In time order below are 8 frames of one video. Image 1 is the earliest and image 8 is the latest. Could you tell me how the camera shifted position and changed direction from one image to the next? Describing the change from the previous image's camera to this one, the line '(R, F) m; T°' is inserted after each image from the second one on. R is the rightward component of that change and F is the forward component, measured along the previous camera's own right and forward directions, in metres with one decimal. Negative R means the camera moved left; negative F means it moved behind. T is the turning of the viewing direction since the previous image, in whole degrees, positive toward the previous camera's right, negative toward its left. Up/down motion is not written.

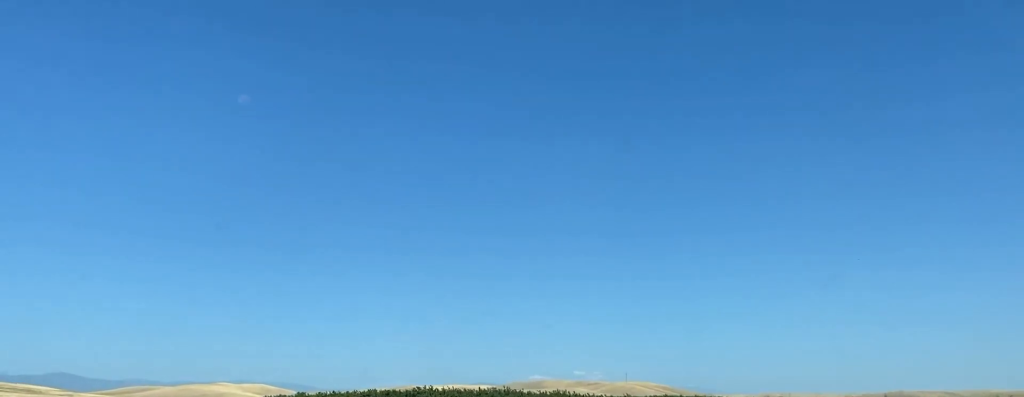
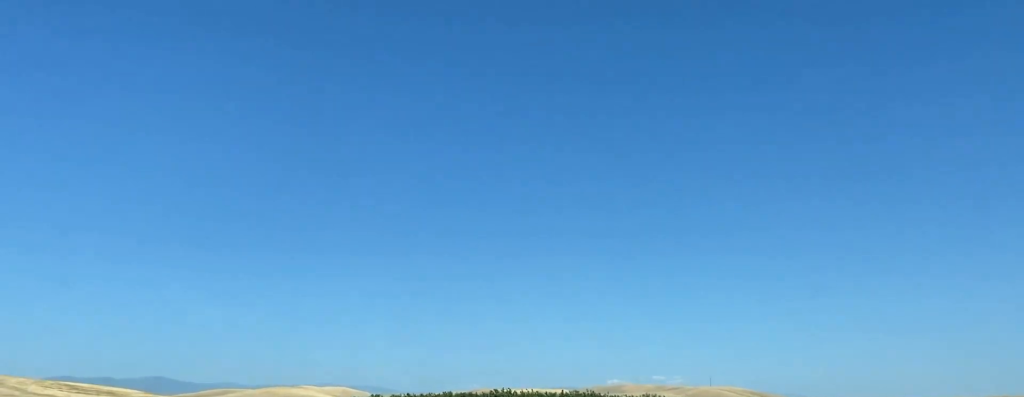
(-2.8, +20.5) m; -9°
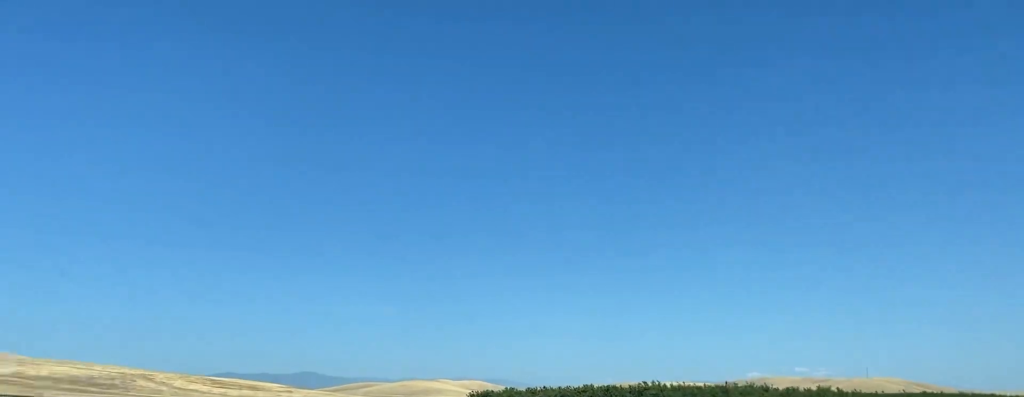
(-2.7, +27.4) m; -9°
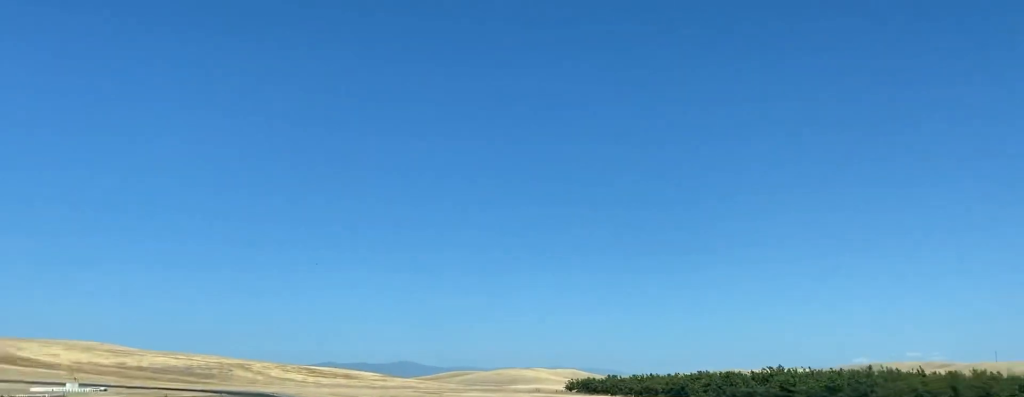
(-2.1, +20.5) m; -4°
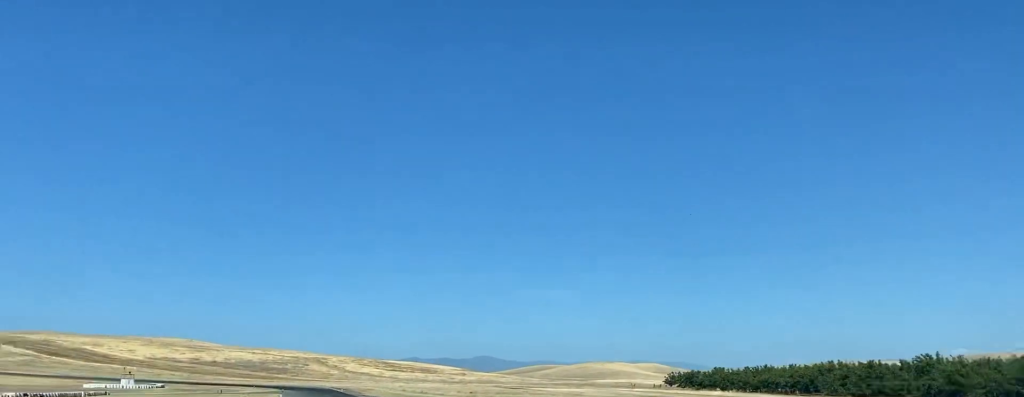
(-0.9, +29.0) m; -2°
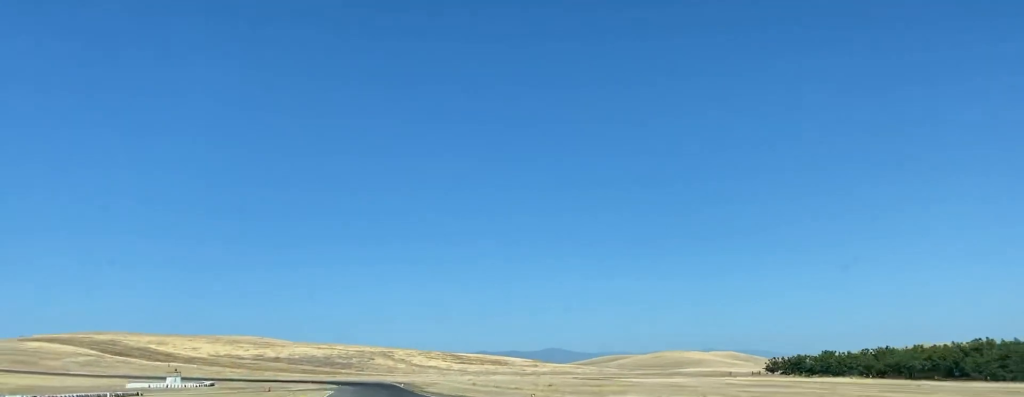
(+0.2, +23.5) m; -1°
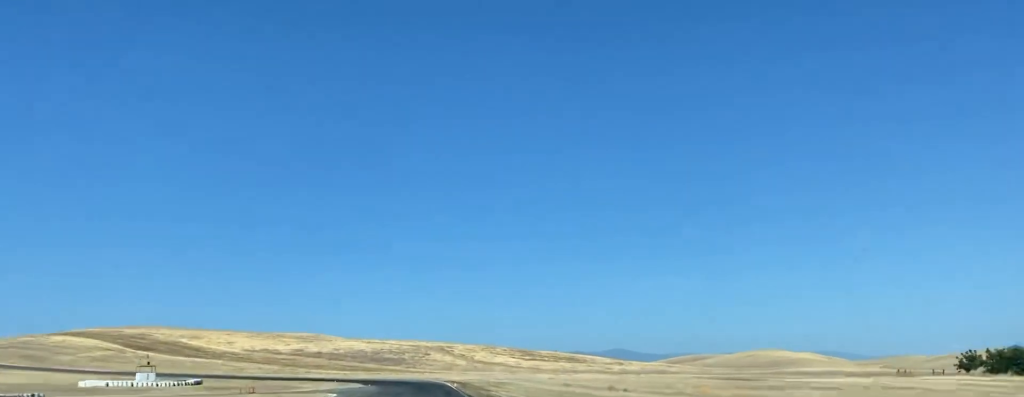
(-2.2, +48.6) m; -5°
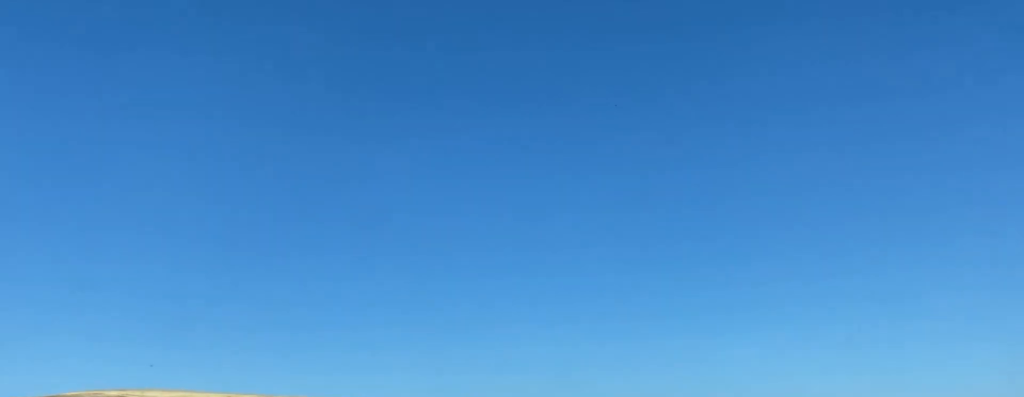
(-3.8, +71.6) m; -7°
